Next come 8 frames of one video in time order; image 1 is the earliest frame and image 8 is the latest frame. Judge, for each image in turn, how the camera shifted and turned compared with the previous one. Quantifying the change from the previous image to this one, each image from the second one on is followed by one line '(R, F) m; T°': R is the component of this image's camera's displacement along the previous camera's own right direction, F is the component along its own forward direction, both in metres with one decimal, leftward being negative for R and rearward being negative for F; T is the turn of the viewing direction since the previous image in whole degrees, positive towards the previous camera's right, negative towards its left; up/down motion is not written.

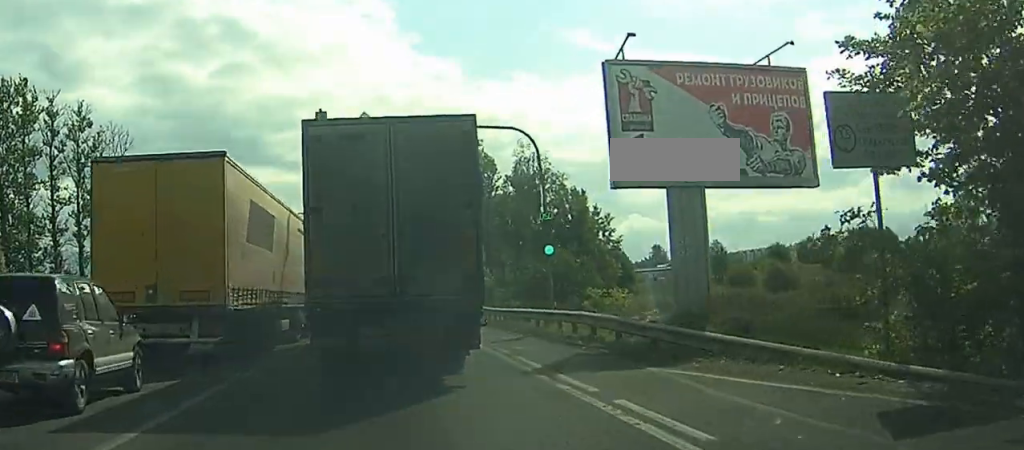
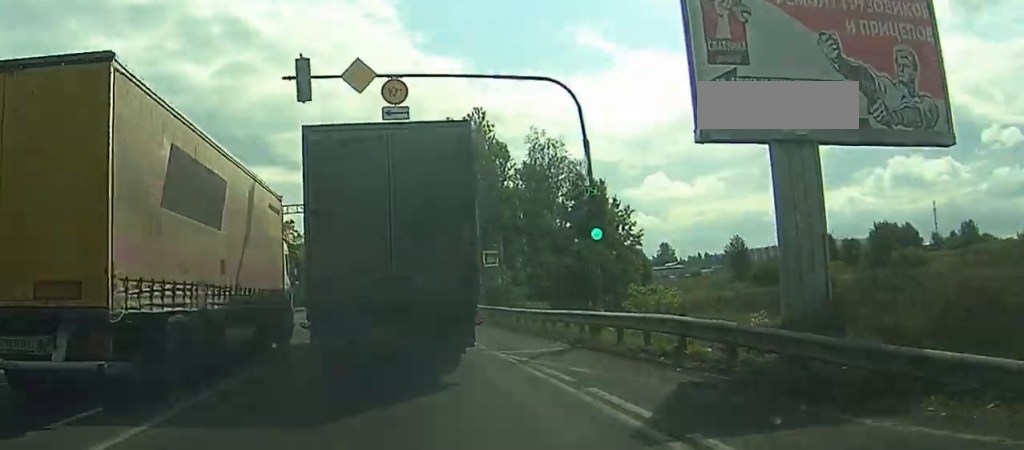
(0.0, +6.5) m; -1°
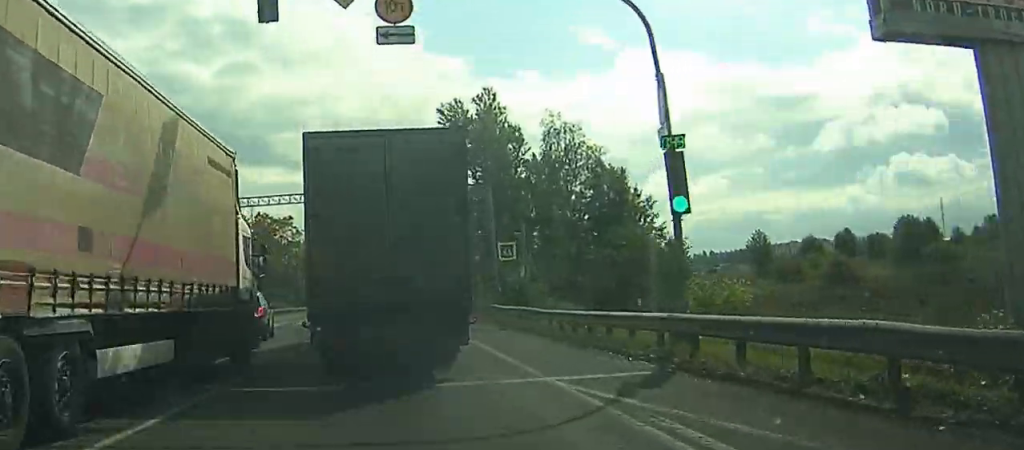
(-0.1, +6.9) m; -1°
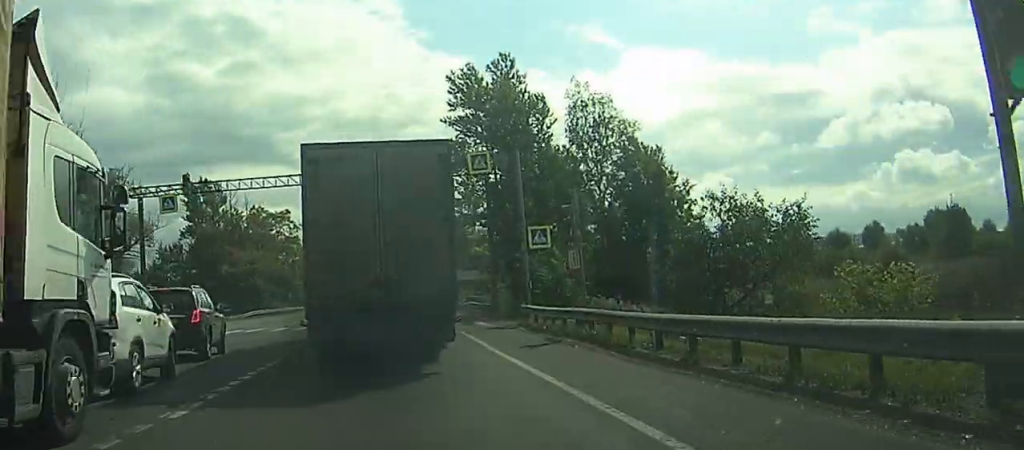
(-0.1, +9.8) m; +1°
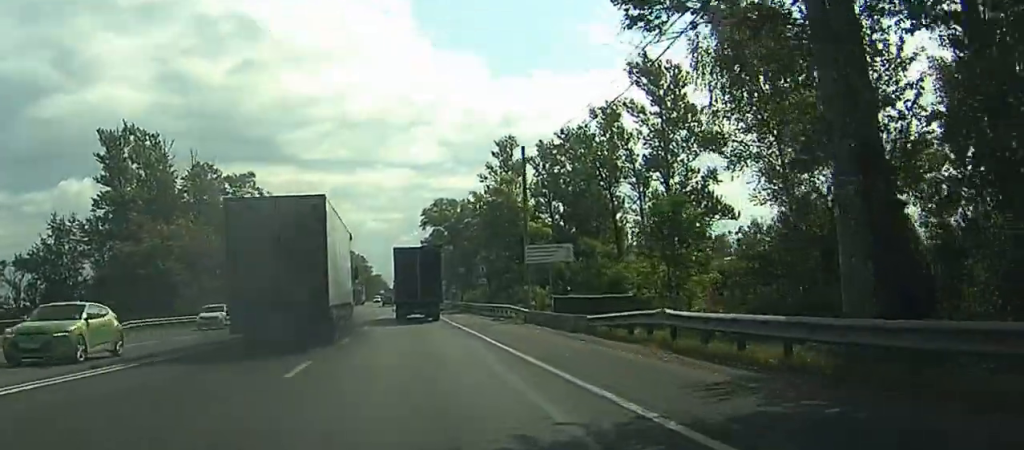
(-1.2, +44.8) m; -1°
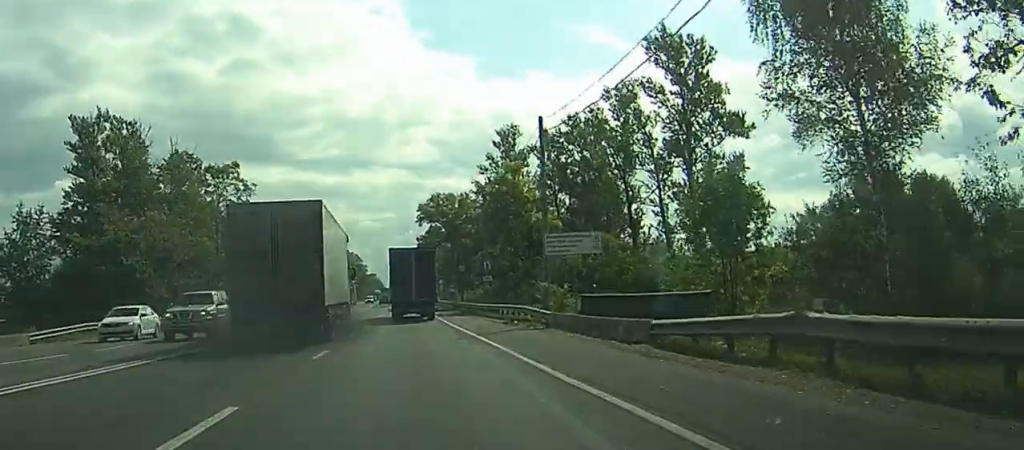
(-0.1, +7.5) m; 0°
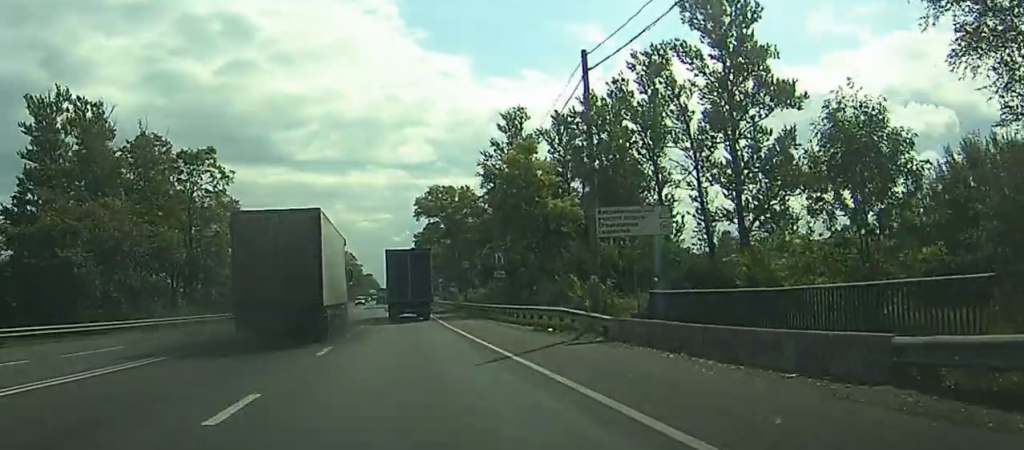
(0.0, +10.4) m; 0°
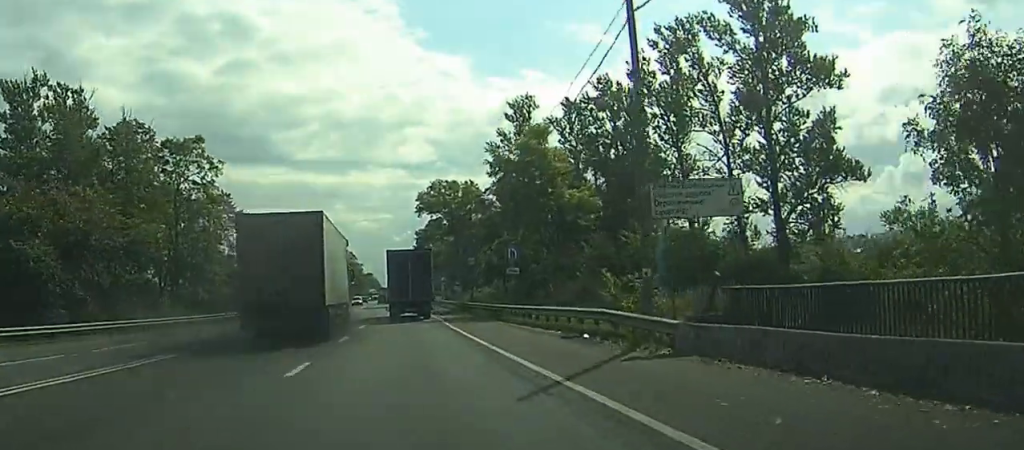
(0.0, +5.9) m; 0°
